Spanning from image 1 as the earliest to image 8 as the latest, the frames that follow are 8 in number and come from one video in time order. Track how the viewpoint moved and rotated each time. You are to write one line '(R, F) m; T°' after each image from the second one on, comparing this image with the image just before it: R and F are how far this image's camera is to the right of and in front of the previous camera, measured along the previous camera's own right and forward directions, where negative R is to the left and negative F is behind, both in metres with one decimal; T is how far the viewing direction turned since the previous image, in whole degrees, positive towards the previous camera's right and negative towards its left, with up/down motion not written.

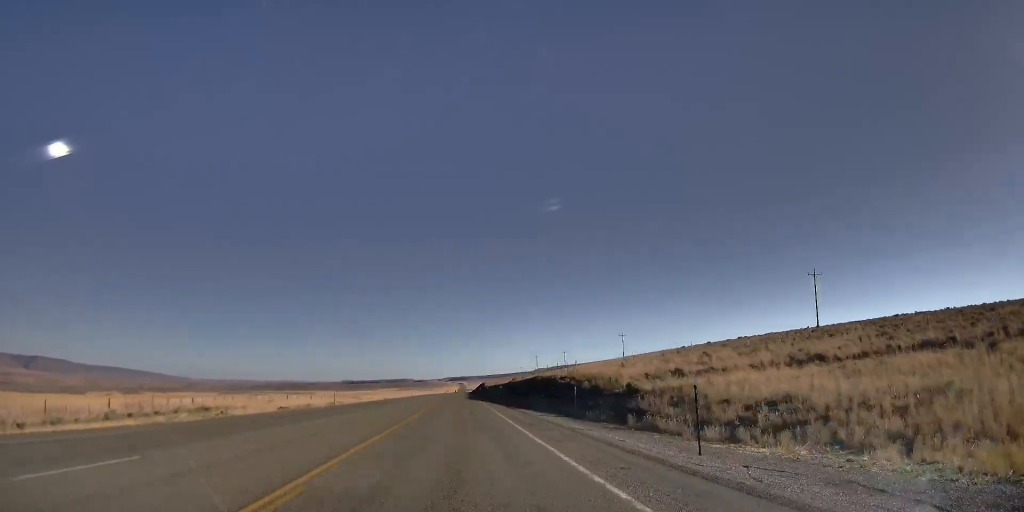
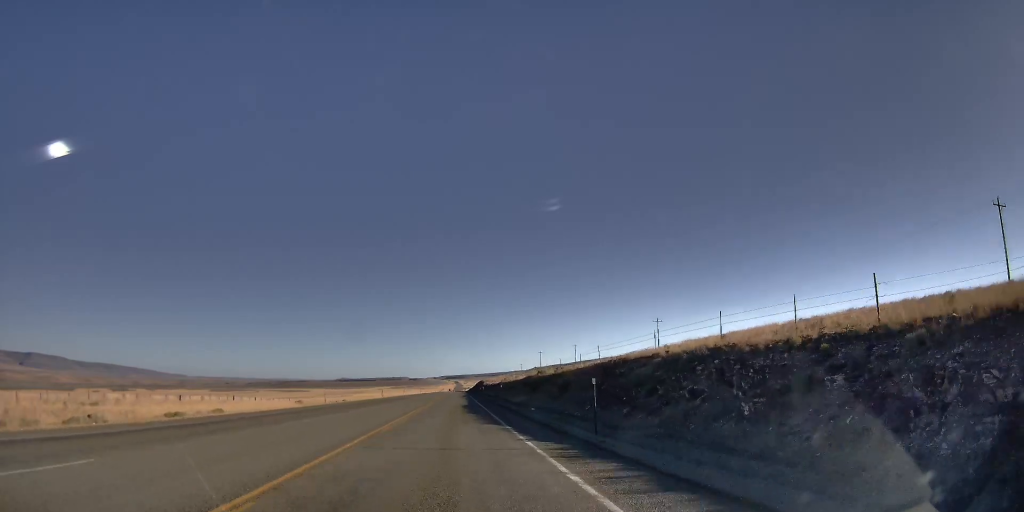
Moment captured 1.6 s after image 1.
(+0.3, +47.3) m; 0°
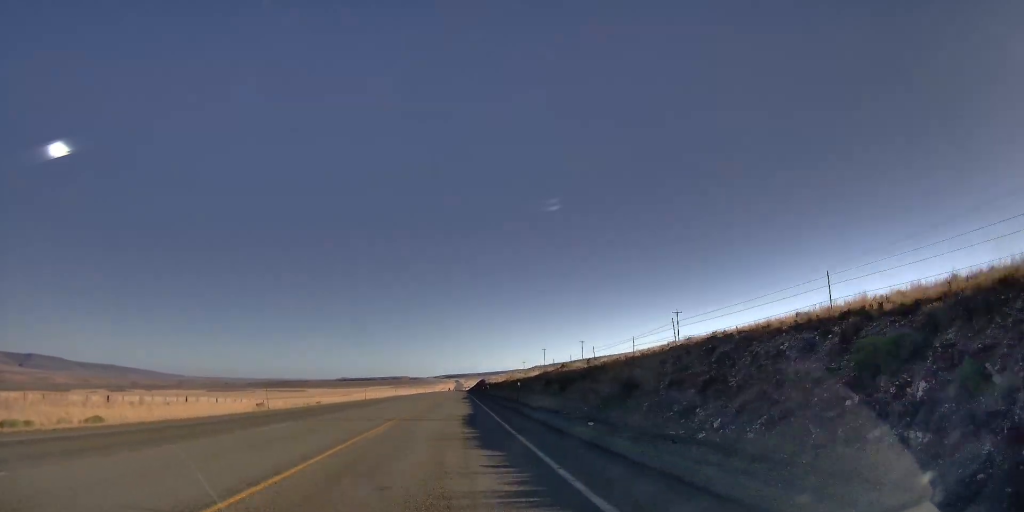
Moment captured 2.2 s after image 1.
(0.0, +17.7) m; 0°
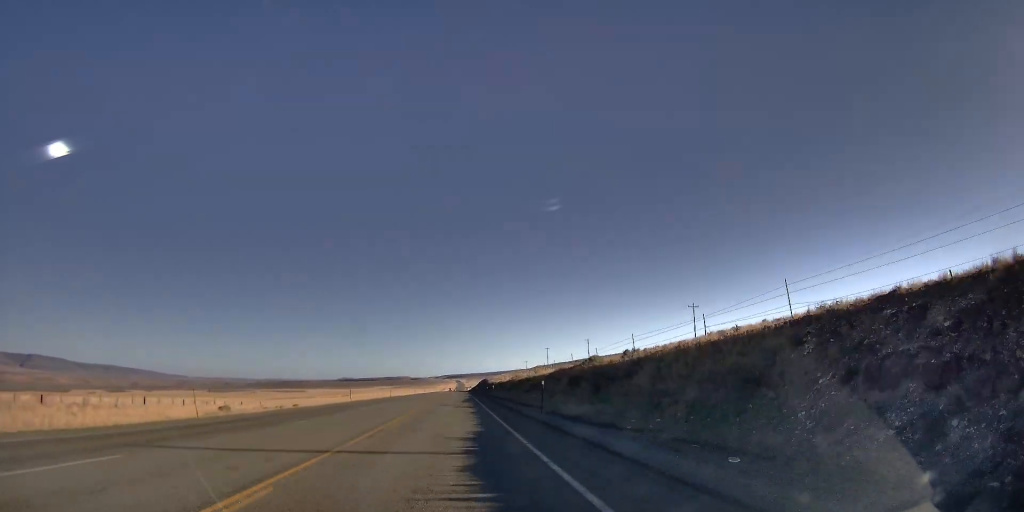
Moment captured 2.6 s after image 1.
(0.0, +11.8) m; 0°
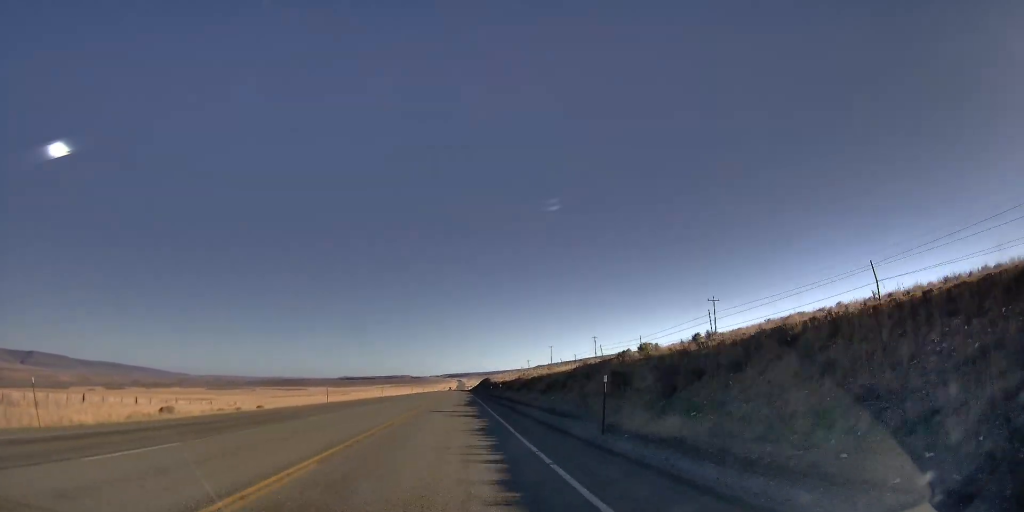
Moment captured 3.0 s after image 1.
(0.0, +12.7) m; 0°
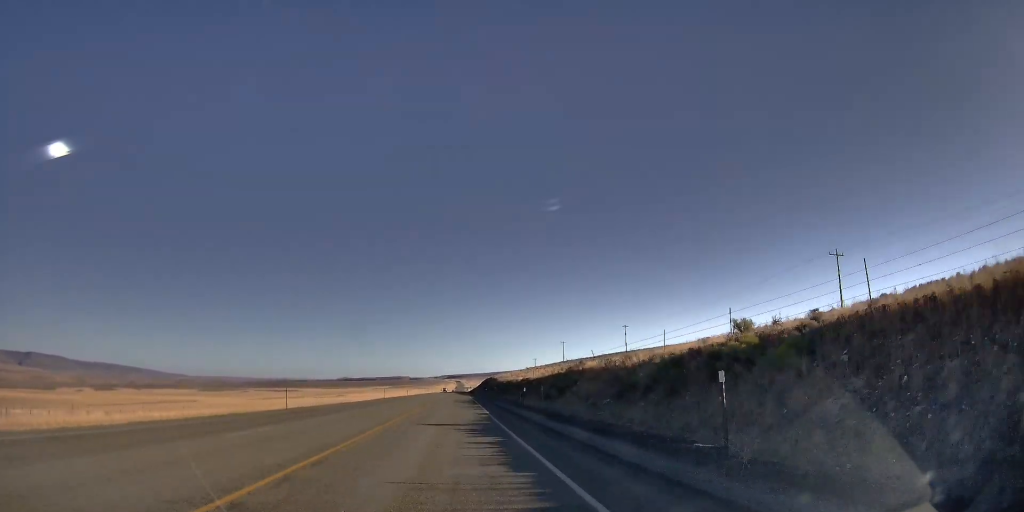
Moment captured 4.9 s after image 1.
(0.0, +54.0) m; 0°
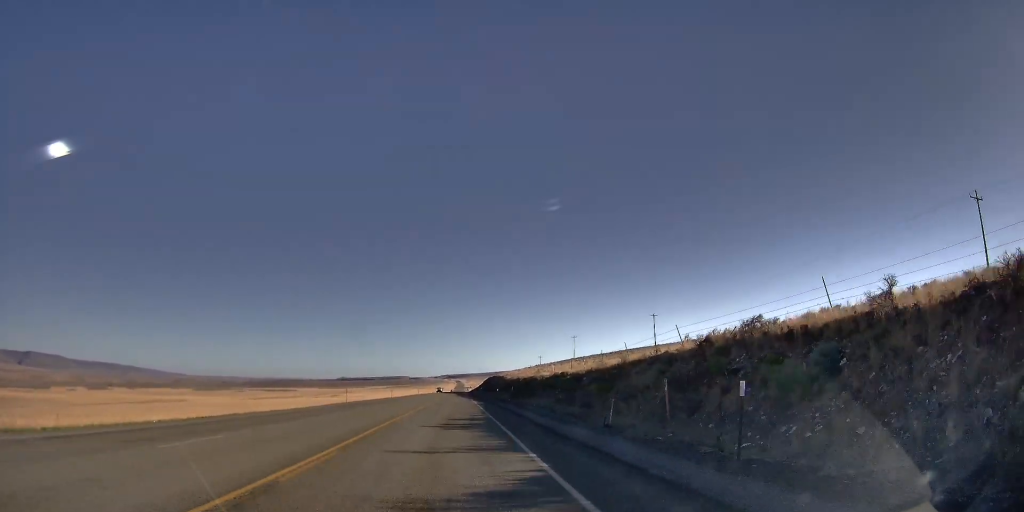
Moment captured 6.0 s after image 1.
(0.0, +34.3) m; 0°
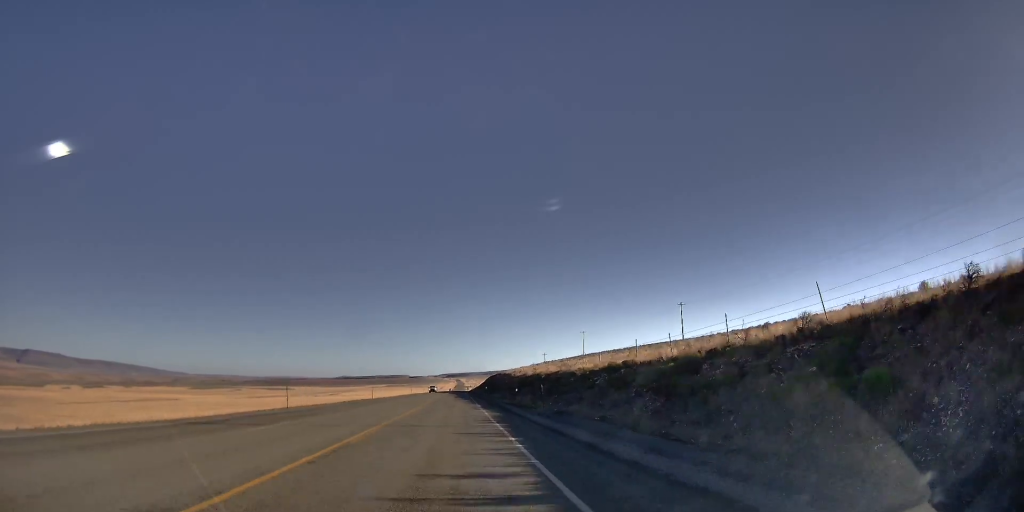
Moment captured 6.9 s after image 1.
(0.0, +24.5) m; 0°
